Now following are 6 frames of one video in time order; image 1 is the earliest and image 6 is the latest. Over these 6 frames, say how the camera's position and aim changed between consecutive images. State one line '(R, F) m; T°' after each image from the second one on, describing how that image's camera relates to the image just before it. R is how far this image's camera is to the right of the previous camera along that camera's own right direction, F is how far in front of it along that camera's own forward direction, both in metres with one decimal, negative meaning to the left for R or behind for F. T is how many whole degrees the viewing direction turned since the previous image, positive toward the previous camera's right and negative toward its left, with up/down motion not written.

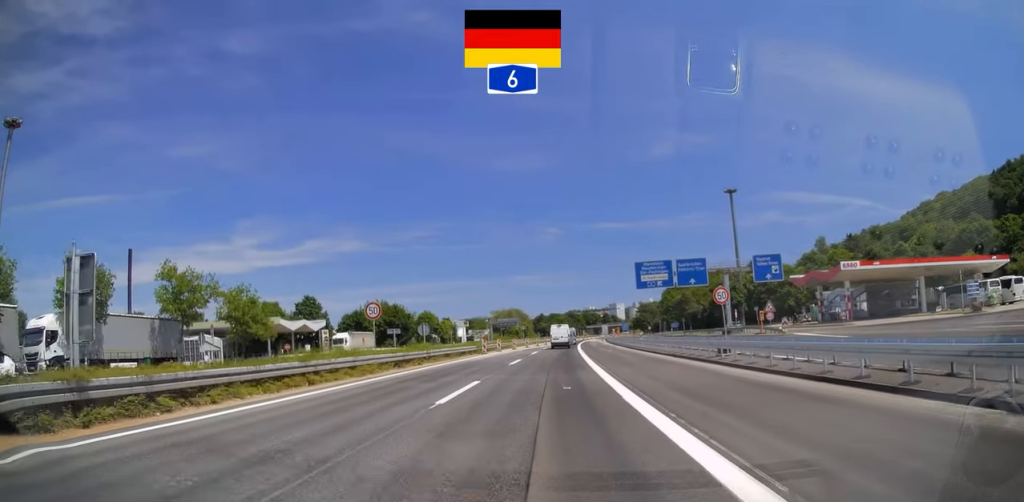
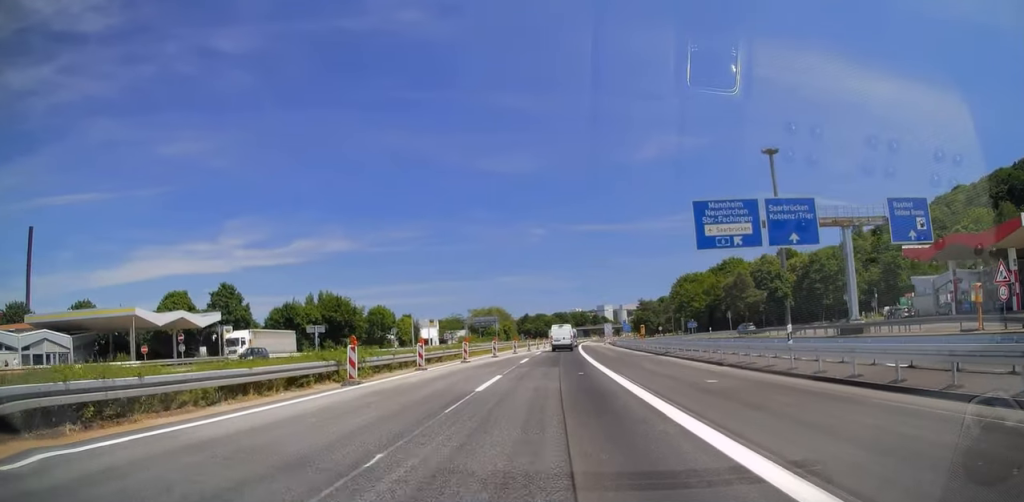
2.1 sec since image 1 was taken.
(-0.3, +33.0) m; -1°
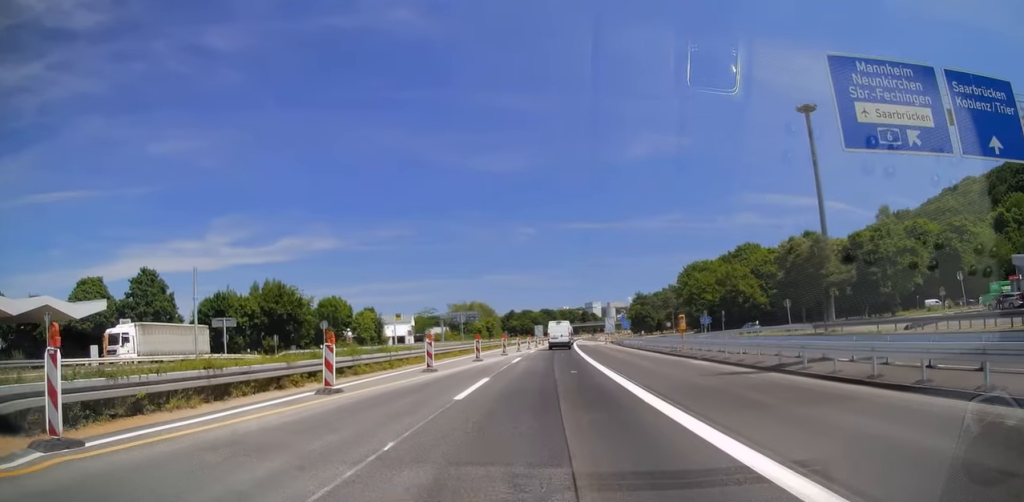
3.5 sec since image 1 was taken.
(+0.5, +21.0) m; +2°
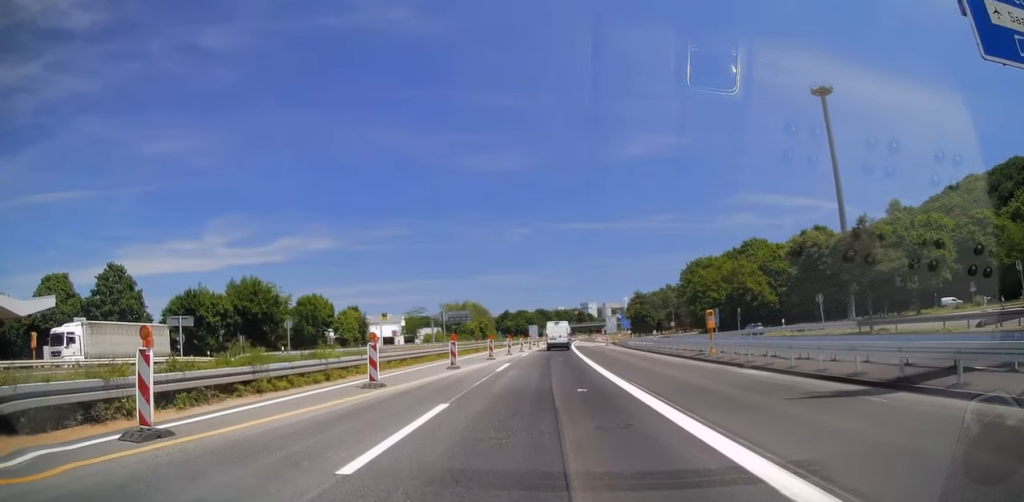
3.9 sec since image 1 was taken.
(+0.1, +7.2) m; 0°
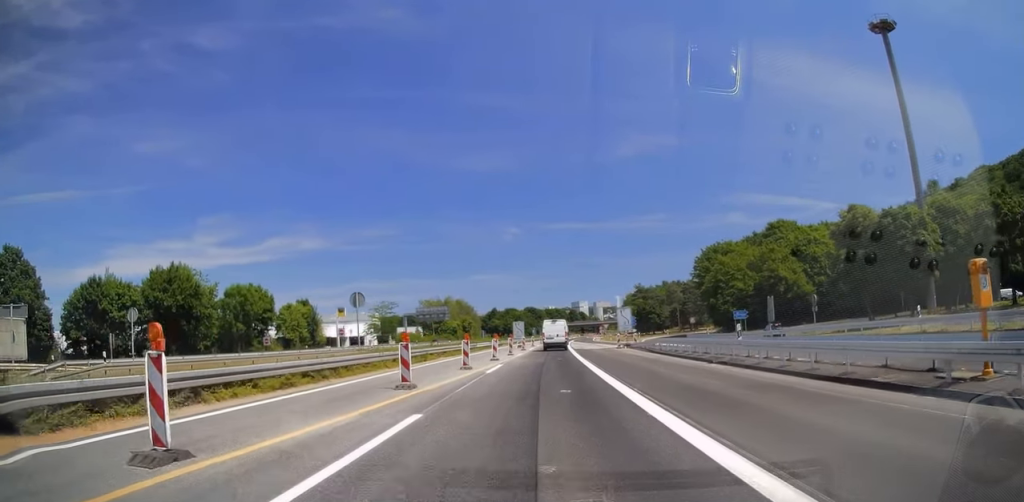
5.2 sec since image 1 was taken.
(-0.1, +20.1) m; +1°
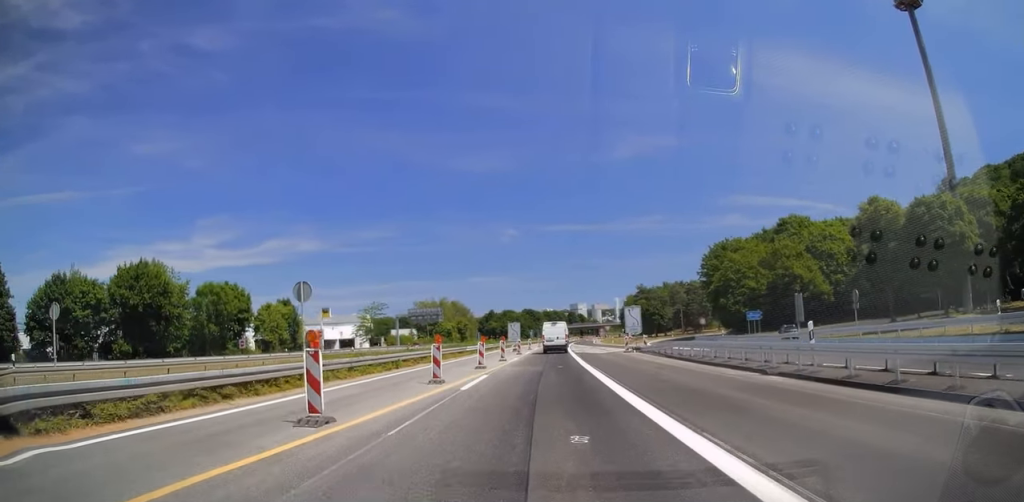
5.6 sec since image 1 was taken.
(+0.1, +6.4) m; +1°
